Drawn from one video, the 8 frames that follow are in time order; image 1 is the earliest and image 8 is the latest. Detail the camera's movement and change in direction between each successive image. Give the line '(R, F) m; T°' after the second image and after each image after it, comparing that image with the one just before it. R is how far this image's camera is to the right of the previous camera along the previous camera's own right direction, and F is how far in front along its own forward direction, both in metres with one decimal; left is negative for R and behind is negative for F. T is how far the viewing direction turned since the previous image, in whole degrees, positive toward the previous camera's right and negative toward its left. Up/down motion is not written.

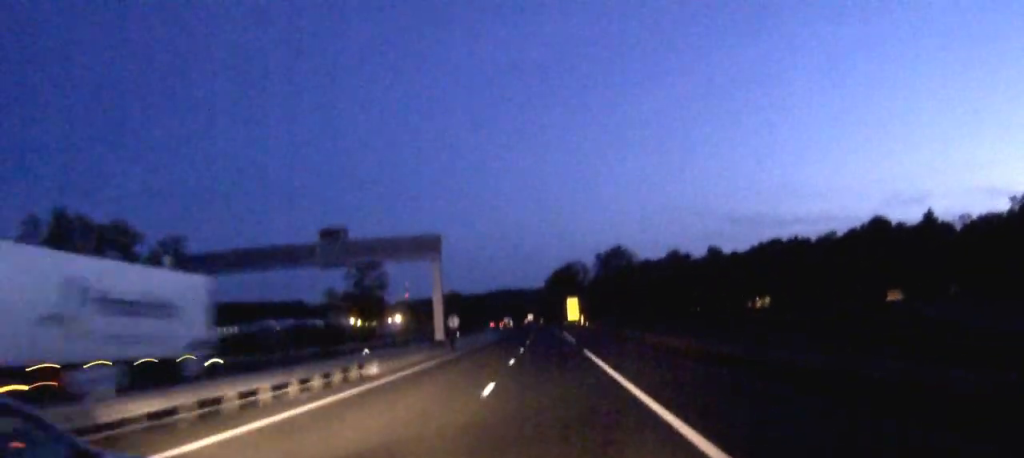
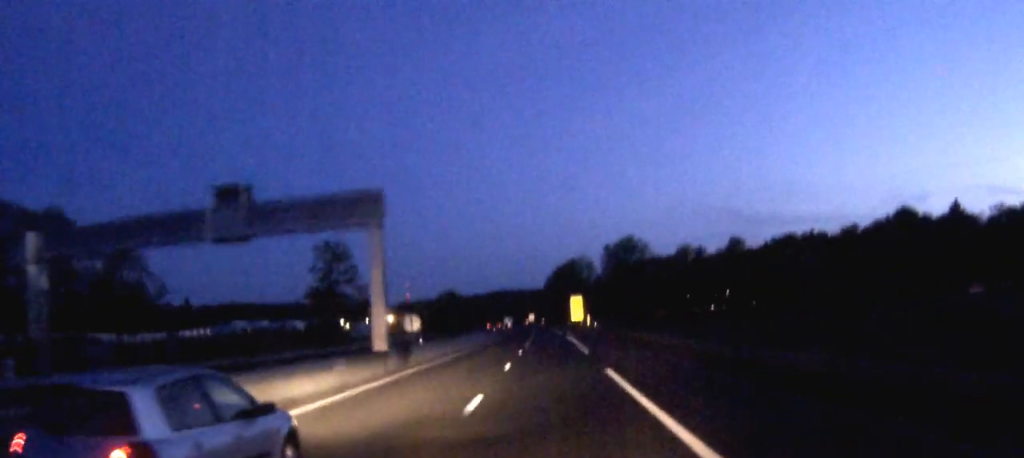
(0.0, +15.8) m; 0°
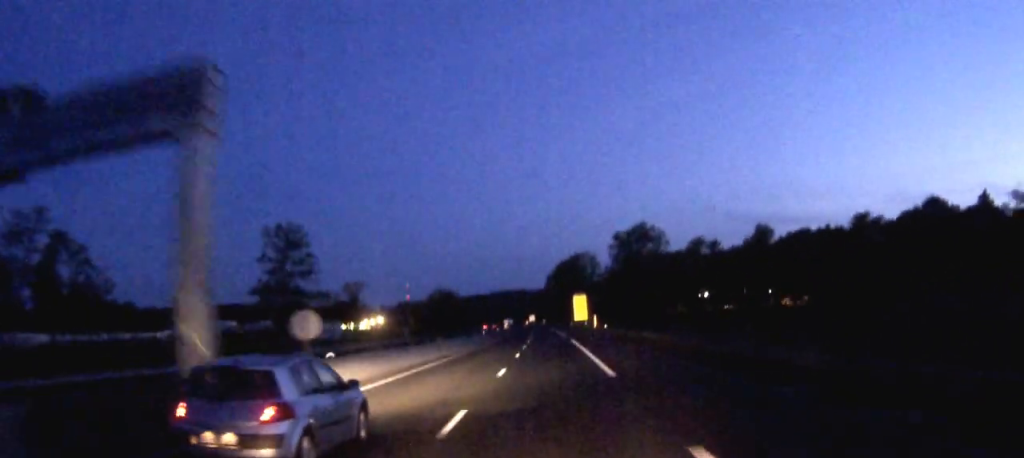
(0.0, +15.9) m; 0°
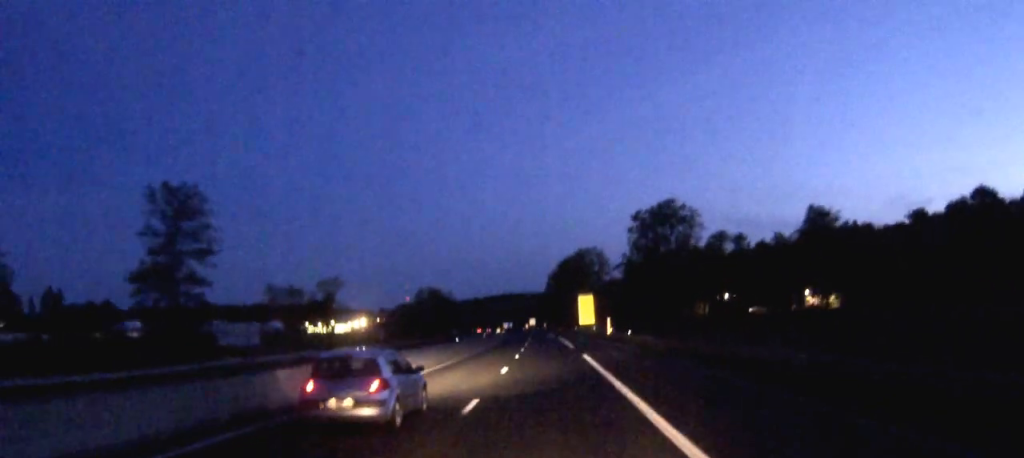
(0.0, +22.5) m; 0°
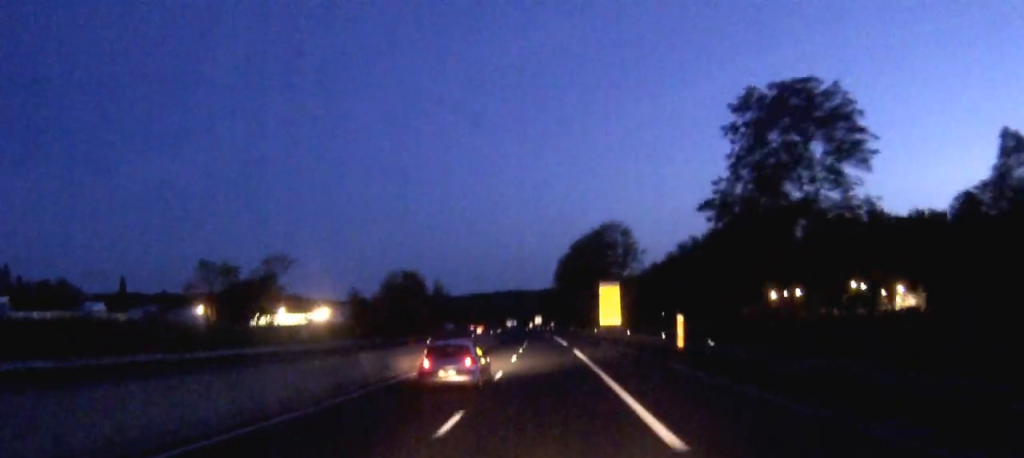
(-0.3, +41.6) m; -1°
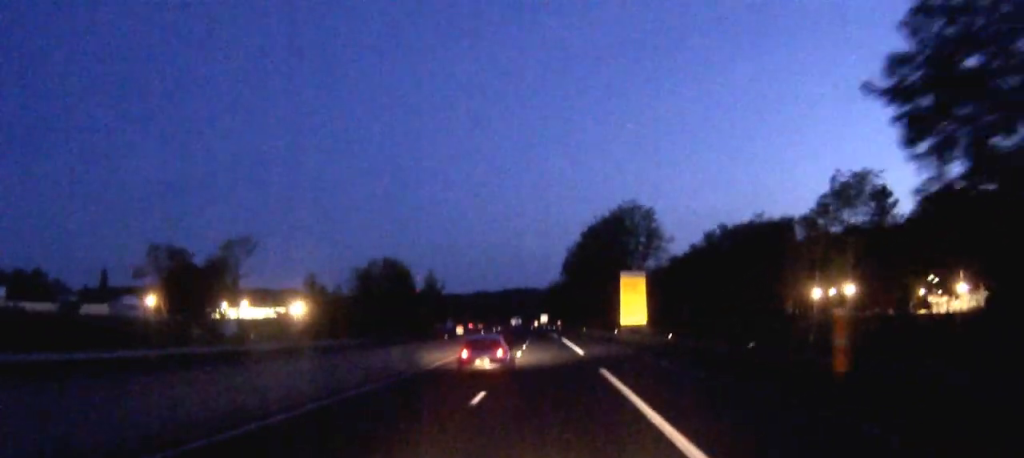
(-0.1, +21.8) m; 0°
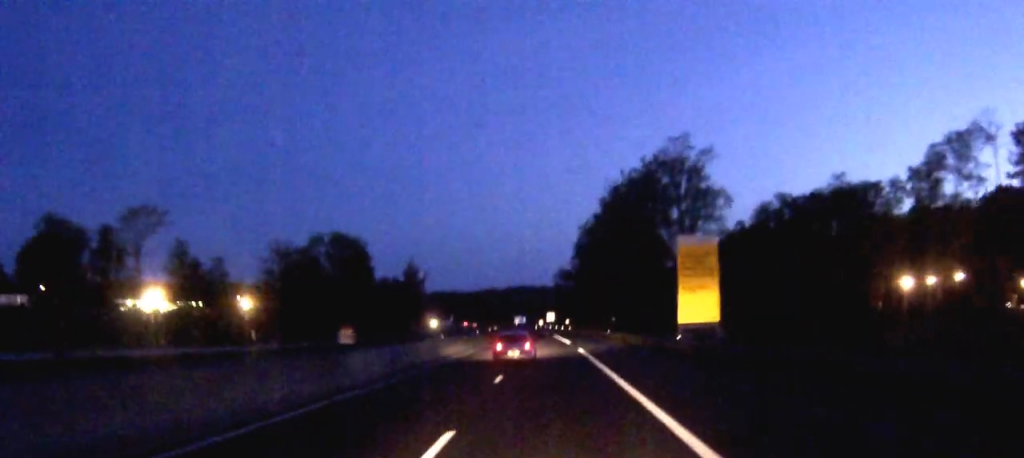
(-0.2, +33.2) m; -1°
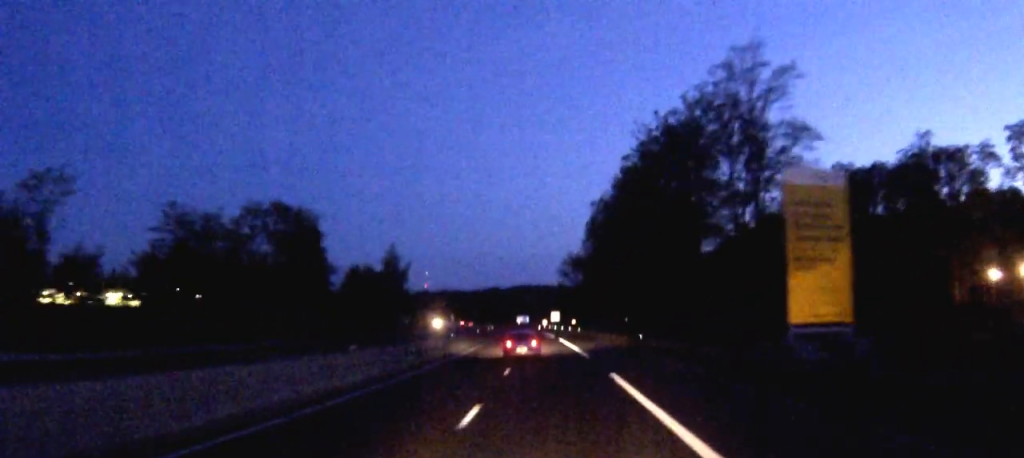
(-0.1, +21.8) m; 0°
